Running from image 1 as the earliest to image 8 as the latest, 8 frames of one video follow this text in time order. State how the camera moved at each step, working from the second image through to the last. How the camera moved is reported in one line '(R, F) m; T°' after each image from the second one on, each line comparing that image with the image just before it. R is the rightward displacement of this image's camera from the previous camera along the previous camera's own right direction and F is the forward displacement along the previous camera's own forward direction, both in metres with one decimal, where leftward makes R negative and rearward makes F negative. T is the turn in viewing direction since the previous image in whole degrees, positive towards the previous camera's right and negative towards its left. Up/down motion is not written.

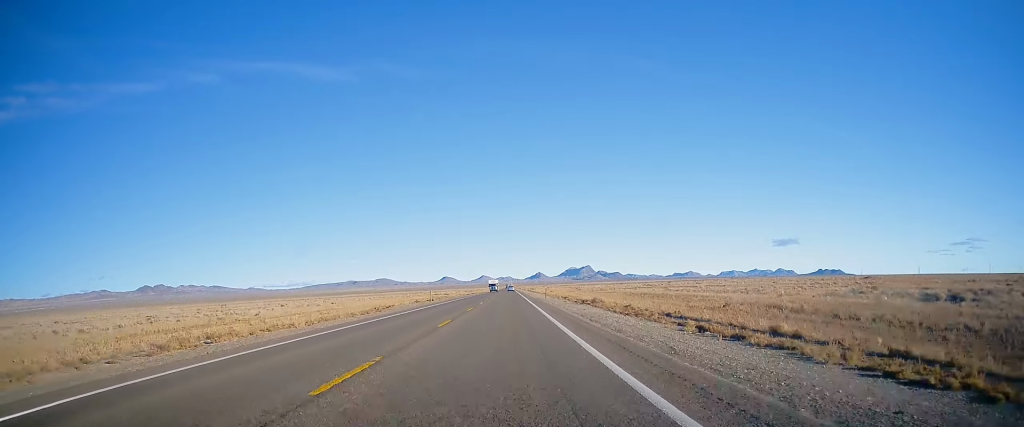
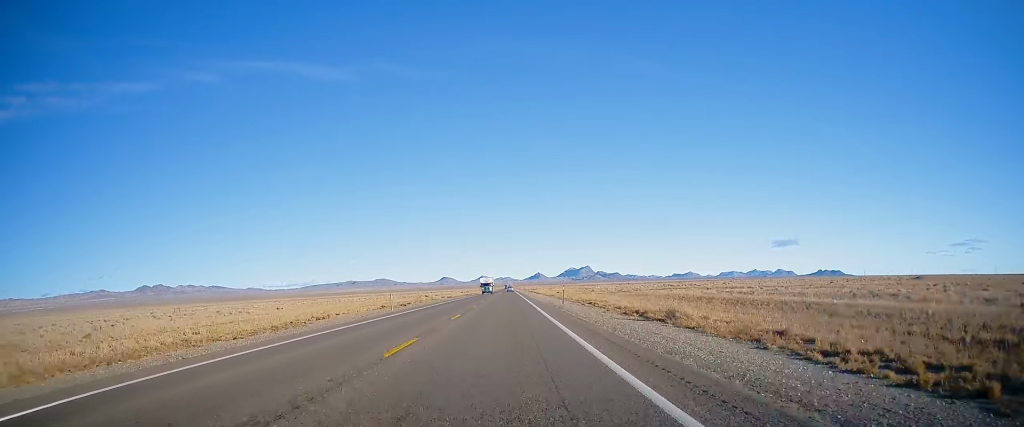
(0.0, +20.5) m; 0°
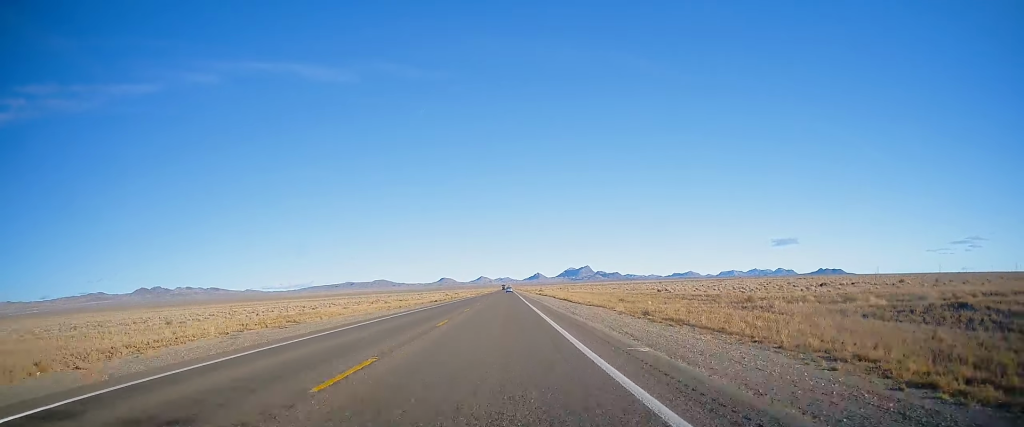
(-0.1, +64.7) m; 0°
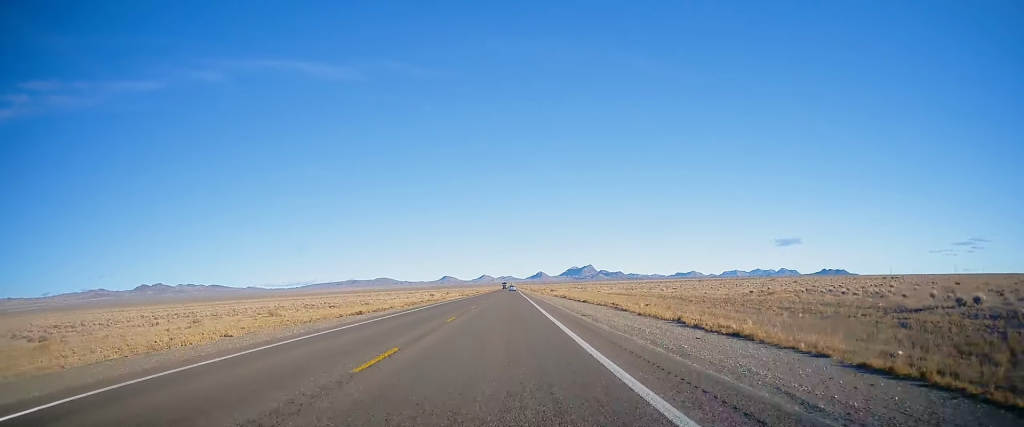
(+0.1, +47.0) m; 0°
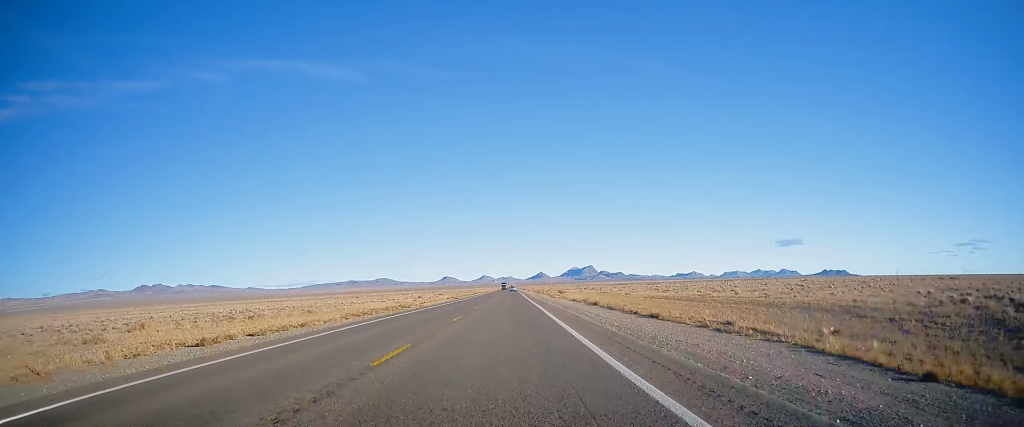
(-0.1, +23.6) m; -1°
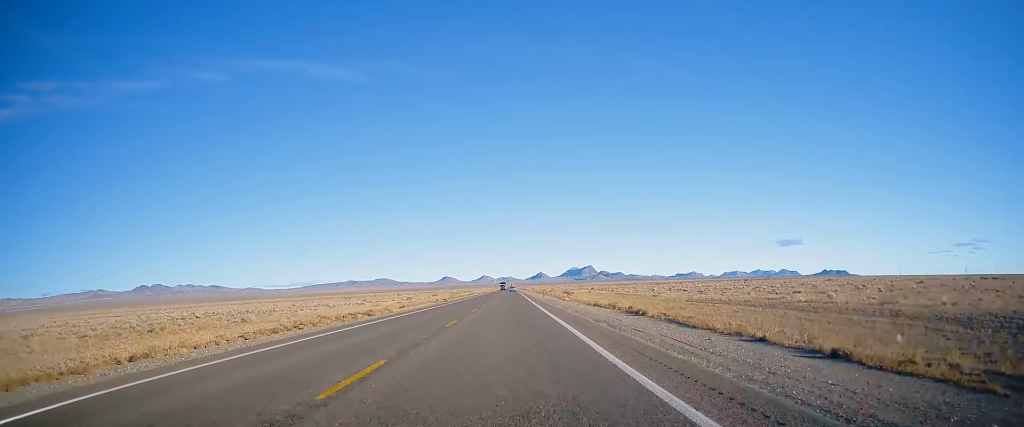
(-0.1, +15.0) m; 0°
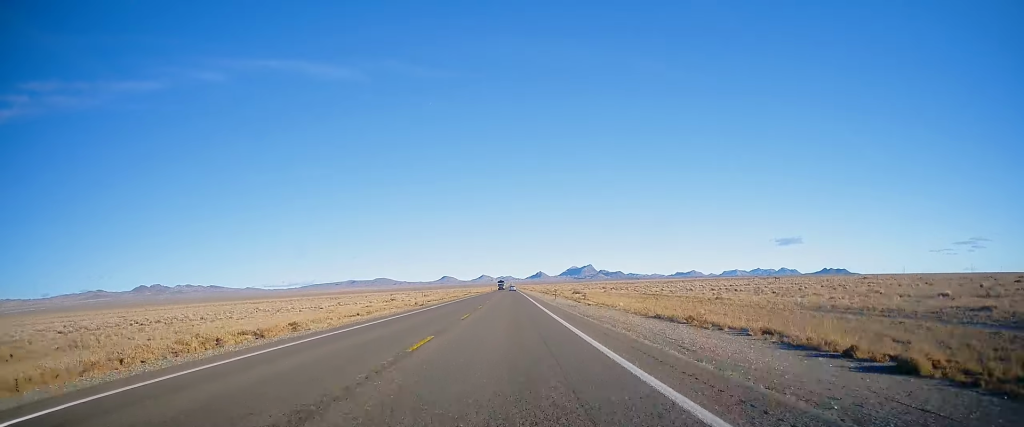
(-0.2, +19.3) m; 0°
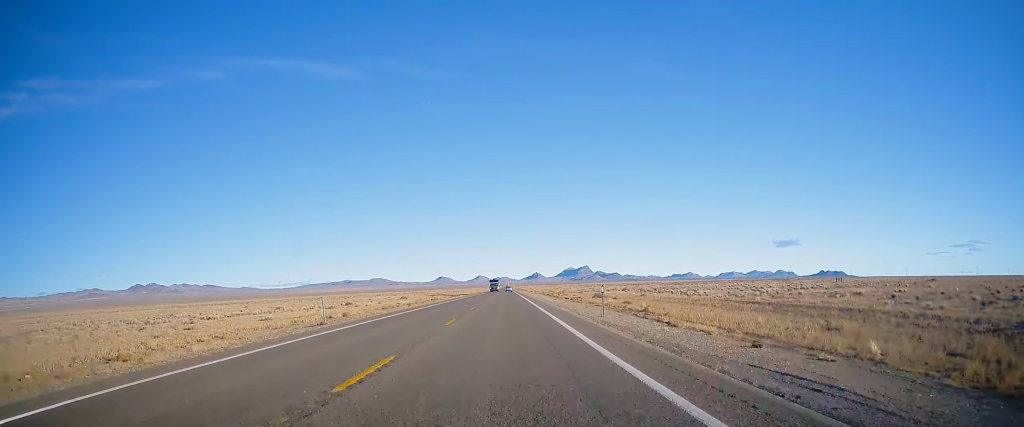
(+0.4, +29.0) m; +1°
